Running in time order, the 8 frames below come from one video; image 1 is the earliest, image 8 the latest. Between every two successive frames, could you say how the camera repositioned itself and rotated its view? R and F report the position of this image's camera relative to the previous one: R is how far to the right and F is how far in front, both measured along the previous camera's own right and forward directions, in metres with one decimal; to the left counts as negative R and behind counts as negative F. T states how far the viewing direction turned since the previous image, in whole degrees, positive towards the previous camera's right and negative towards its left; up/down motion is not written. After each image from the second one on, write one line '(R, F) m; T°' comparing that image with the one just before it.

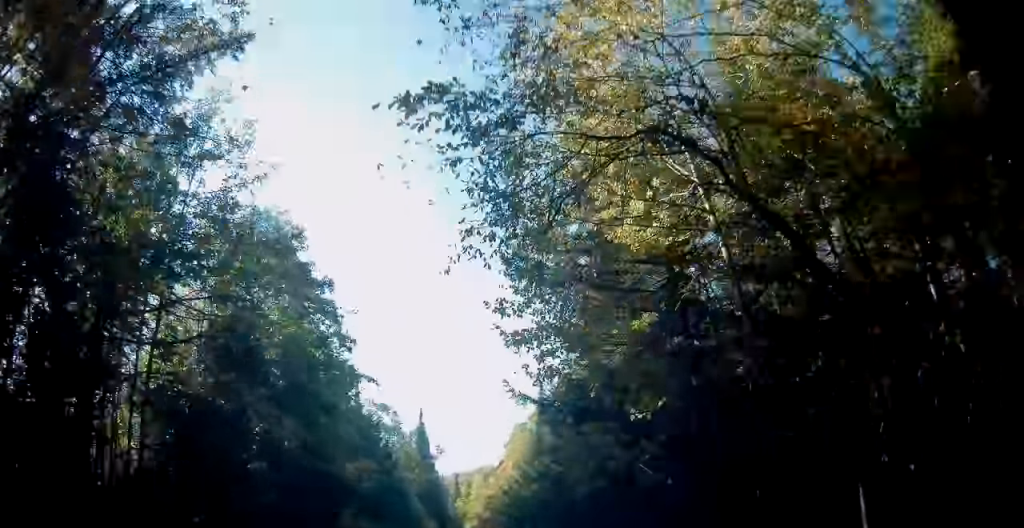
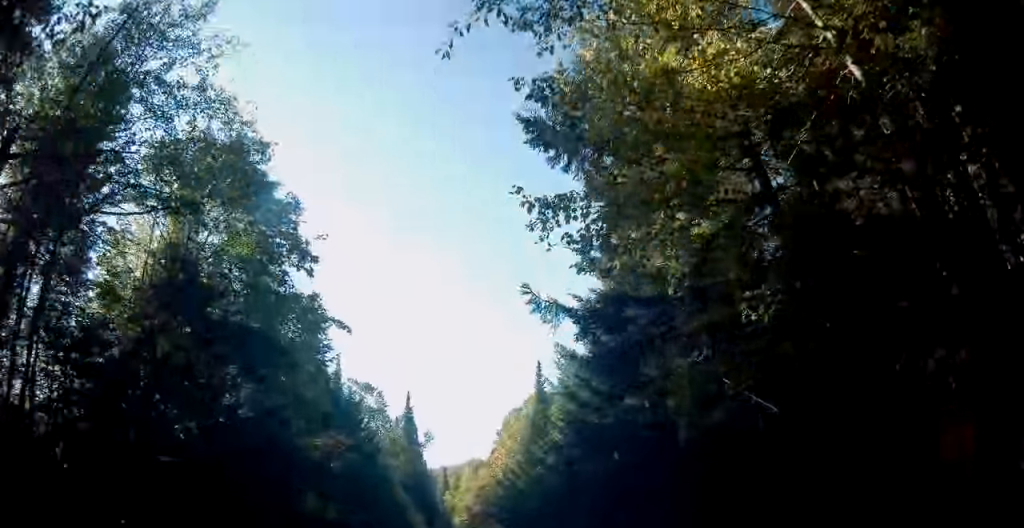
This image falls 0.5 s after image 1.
(0.0, +4.1) m; +1°
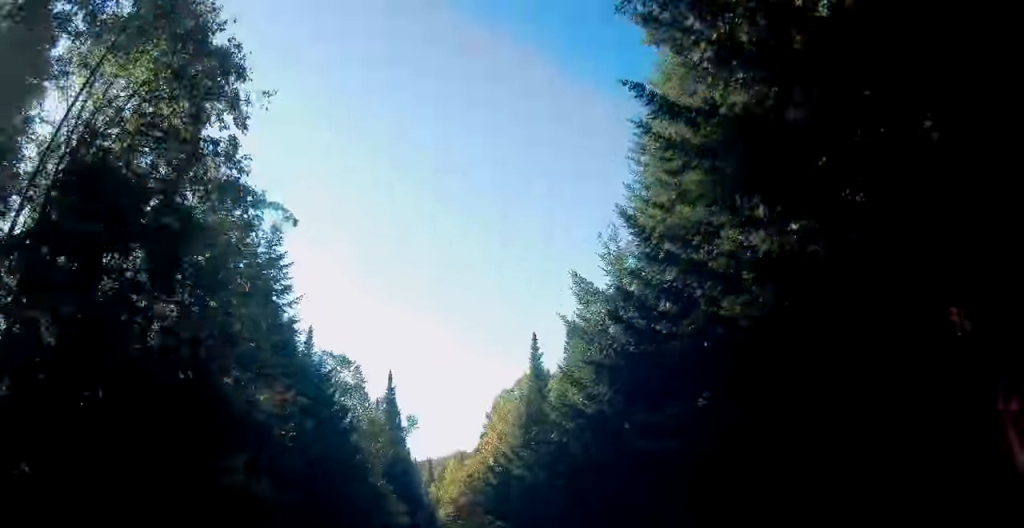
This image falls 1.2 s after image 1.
(+0.1, +5.1) m; +2°
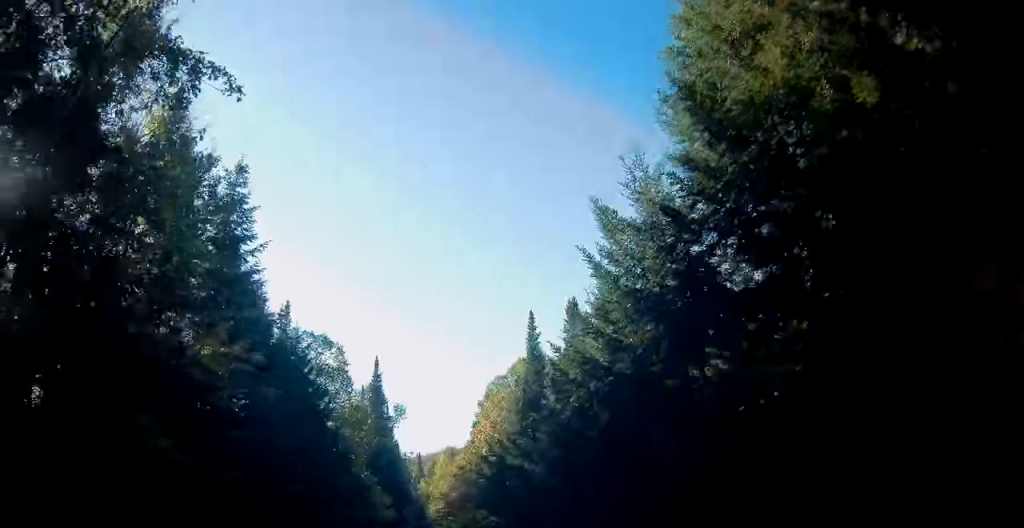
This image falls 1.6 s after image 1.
(0.0, +3.5) m; +1°
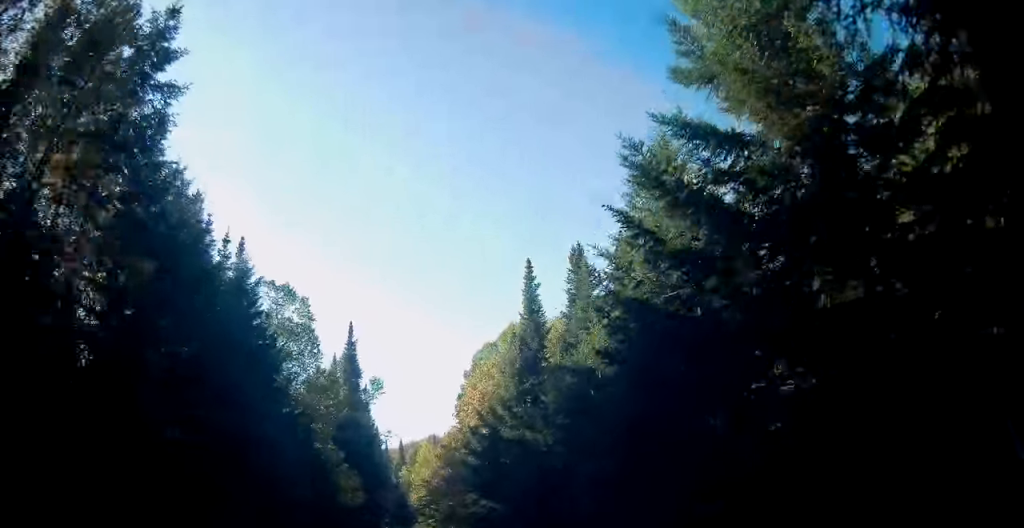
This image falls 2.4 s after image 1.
(+0.1, +6.1) m; +1°
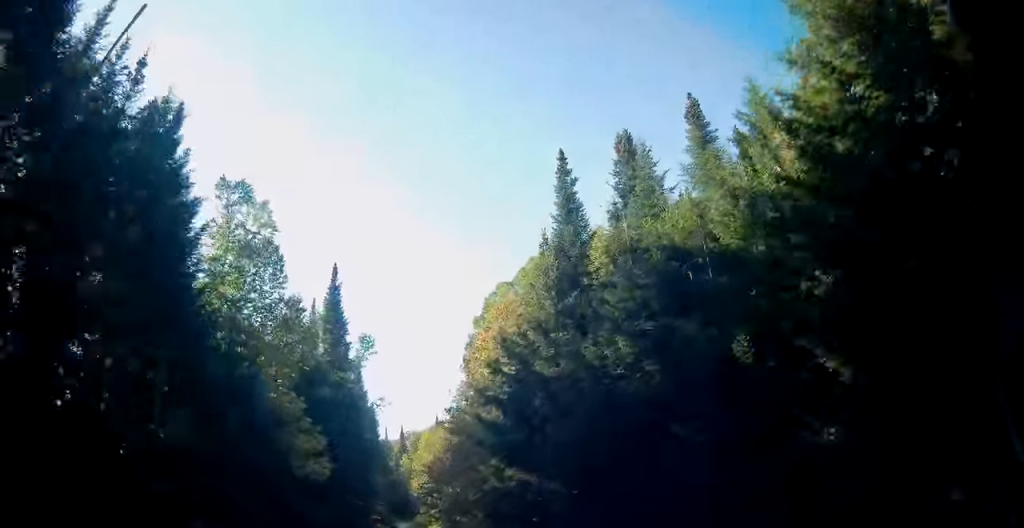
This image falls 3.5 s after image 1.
(0.0, +9.1) m; -1°
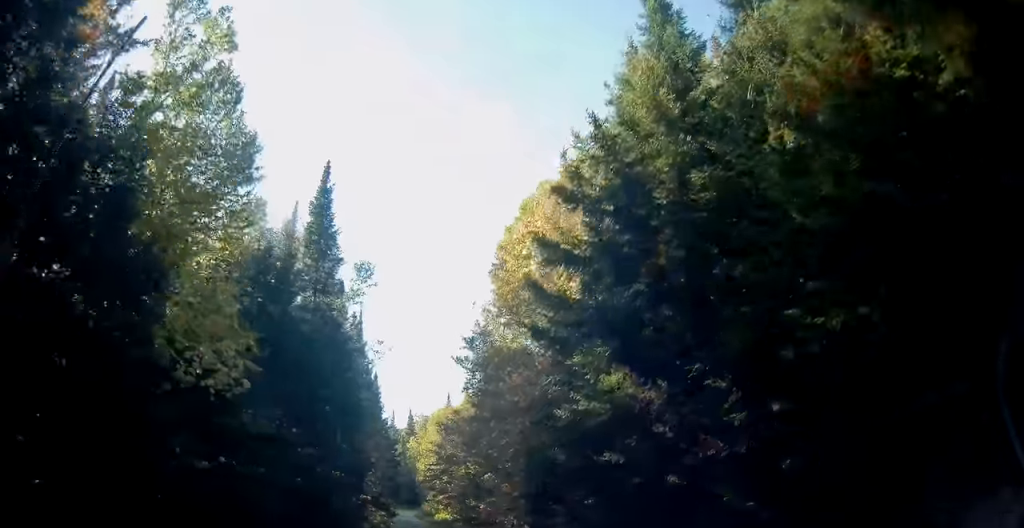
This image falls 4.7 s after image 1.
(-0.1, +9.6) m; -2°
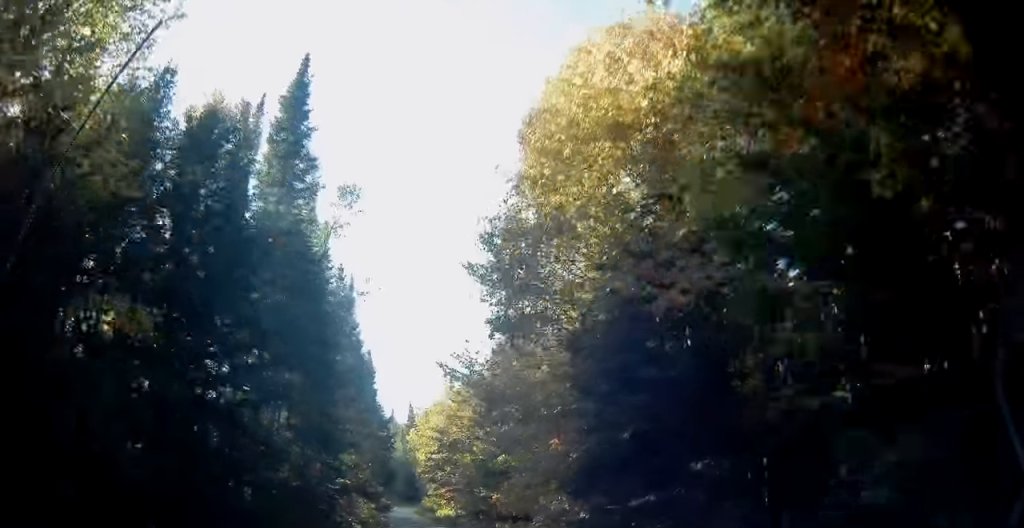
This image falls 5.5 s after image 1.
(-0.1, +7.6) m; -1°
